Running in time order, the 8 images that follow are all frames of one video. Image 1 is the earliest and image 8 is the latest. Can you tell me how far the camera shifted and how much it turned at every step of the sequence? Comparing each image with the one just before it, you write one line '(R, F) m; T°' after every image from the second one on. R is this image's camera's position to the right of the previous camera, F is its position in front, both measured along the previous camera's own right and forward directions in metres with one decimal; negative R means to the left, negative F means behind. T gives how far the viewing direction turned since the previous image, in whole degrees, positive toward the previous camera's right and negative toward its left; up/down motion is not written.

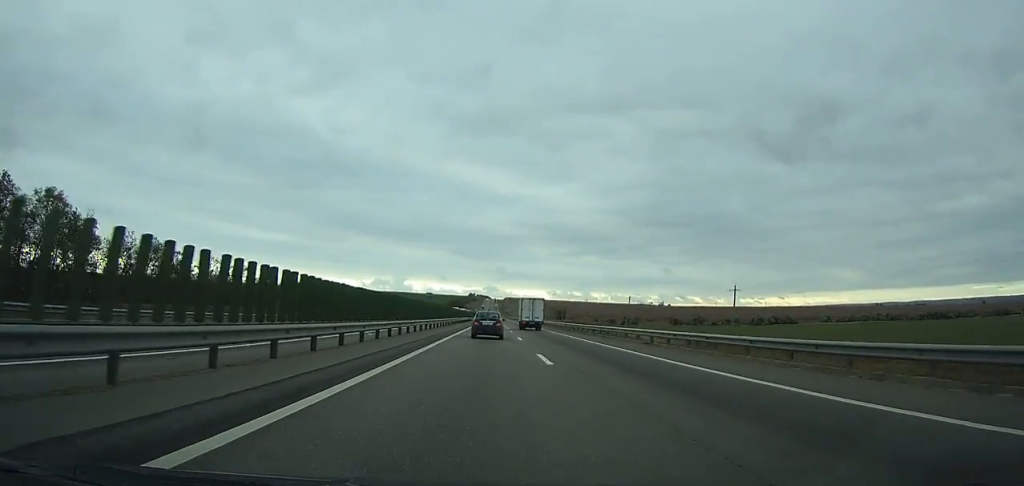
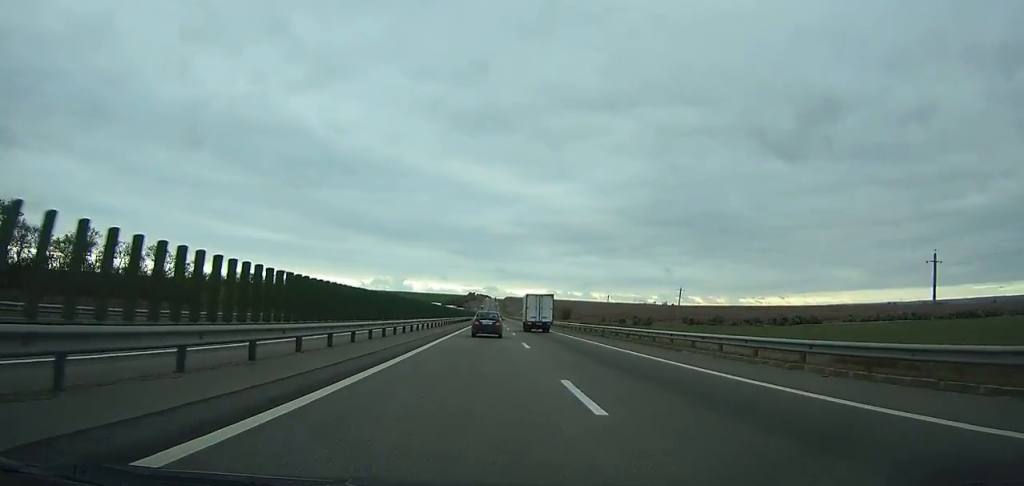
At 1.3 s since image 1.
(+0.1, +39.4) m; 0°
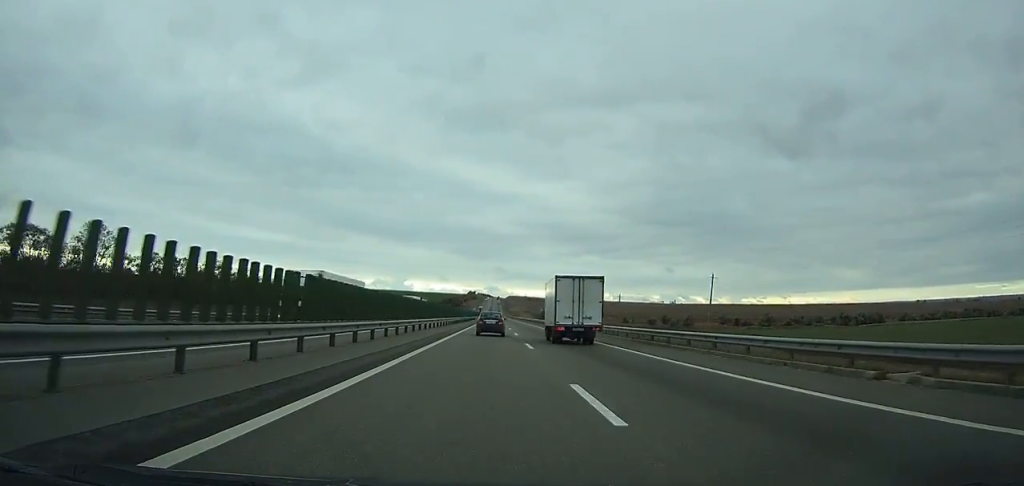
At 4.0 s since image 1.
(-0.1, +82.2) m; 0°
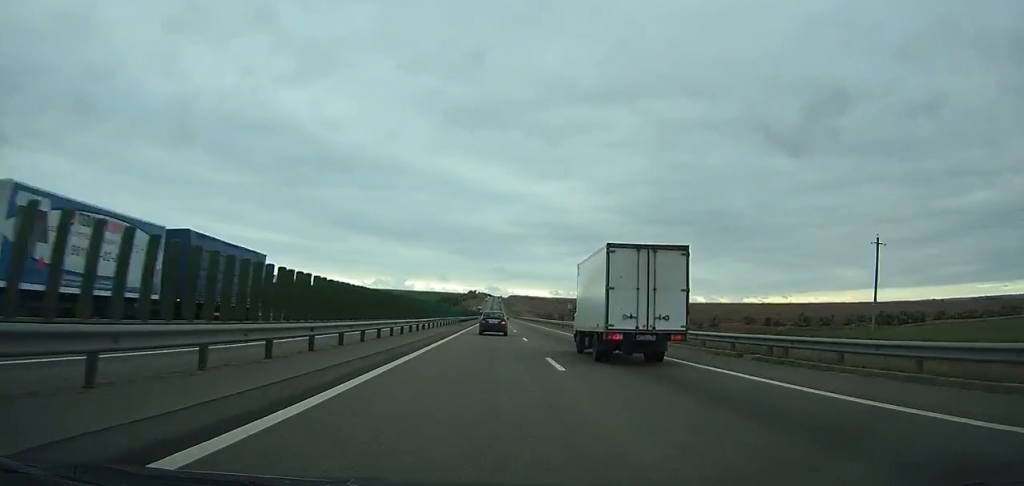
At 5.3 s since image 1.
(-0.1, +40.1) m; 0°
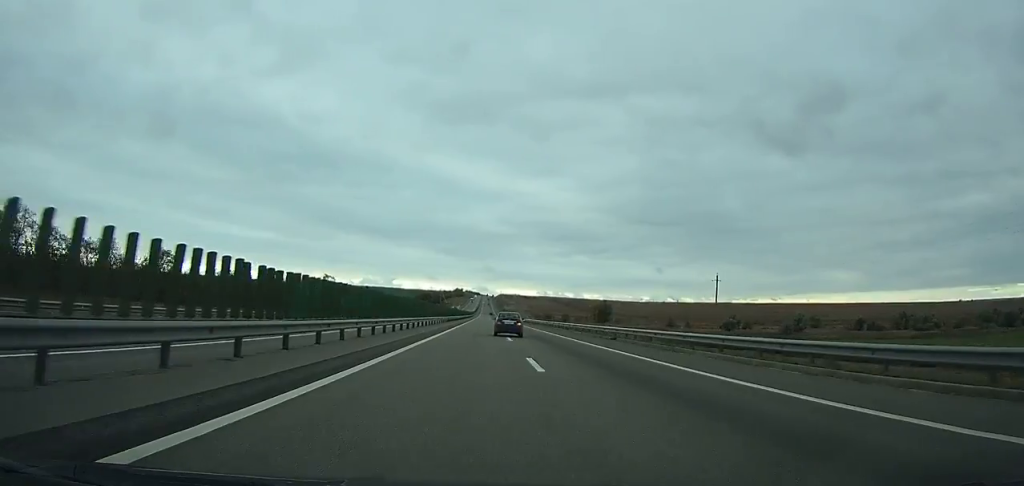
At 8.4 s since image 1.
(+0.1, +96.1) m; 0°
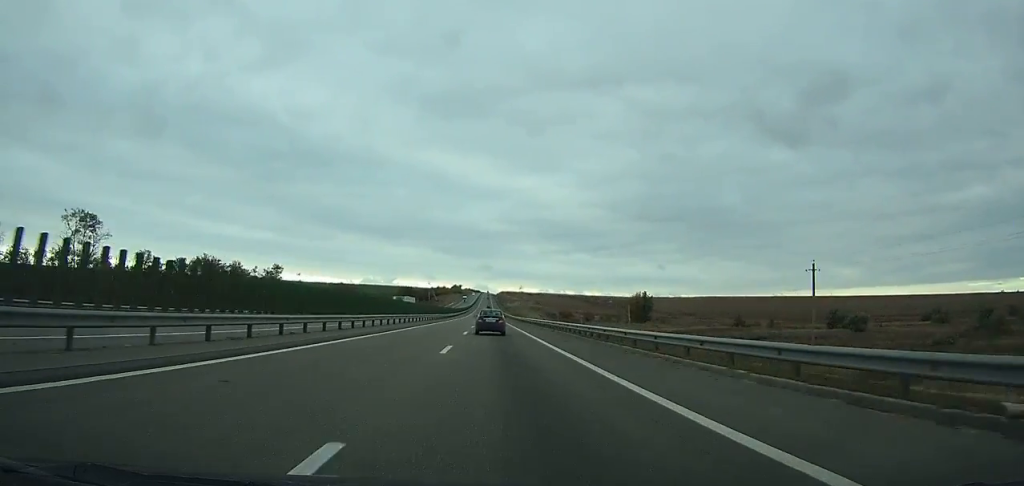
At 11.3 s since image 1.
(+0.6, +90.5) m; 0°
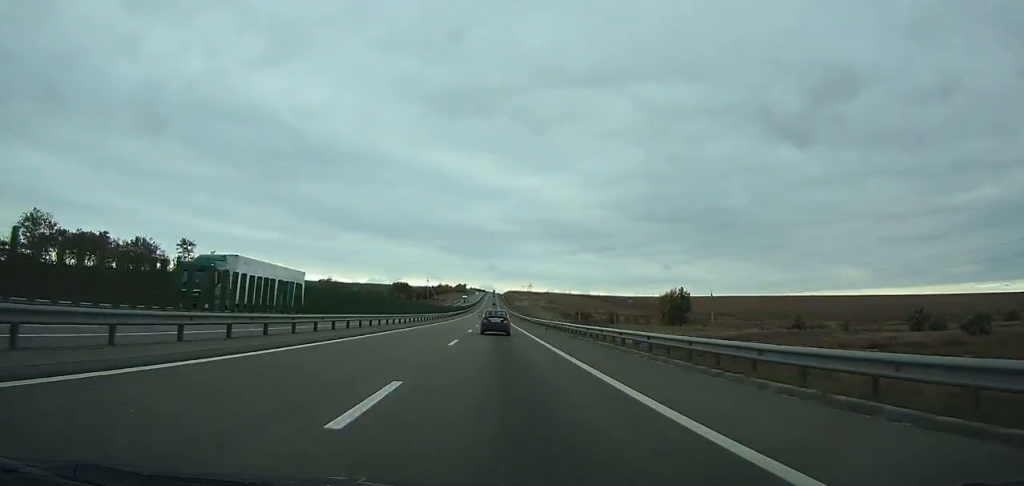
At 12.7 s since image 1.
(+0.4, +43.6) m; 0°
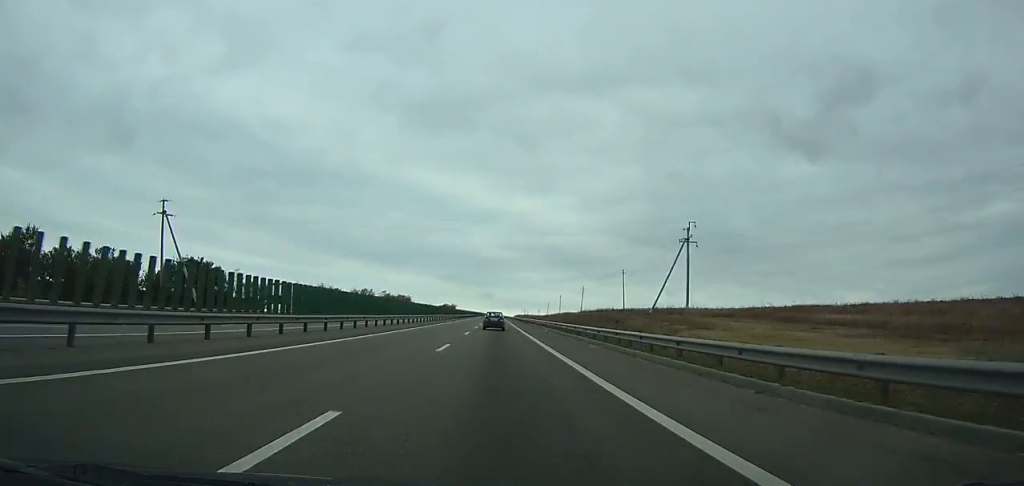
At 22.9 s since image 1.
(-4.2, +309.5) m; -1°
